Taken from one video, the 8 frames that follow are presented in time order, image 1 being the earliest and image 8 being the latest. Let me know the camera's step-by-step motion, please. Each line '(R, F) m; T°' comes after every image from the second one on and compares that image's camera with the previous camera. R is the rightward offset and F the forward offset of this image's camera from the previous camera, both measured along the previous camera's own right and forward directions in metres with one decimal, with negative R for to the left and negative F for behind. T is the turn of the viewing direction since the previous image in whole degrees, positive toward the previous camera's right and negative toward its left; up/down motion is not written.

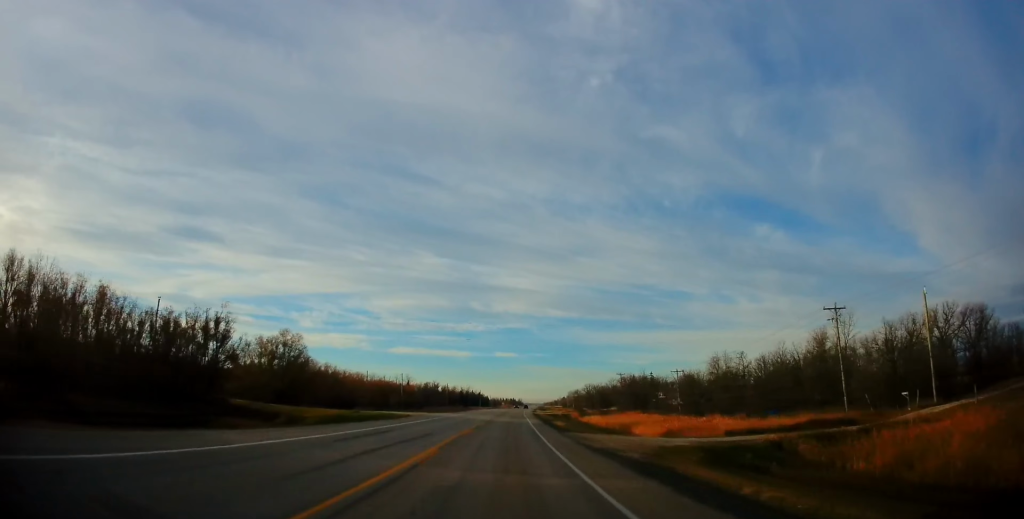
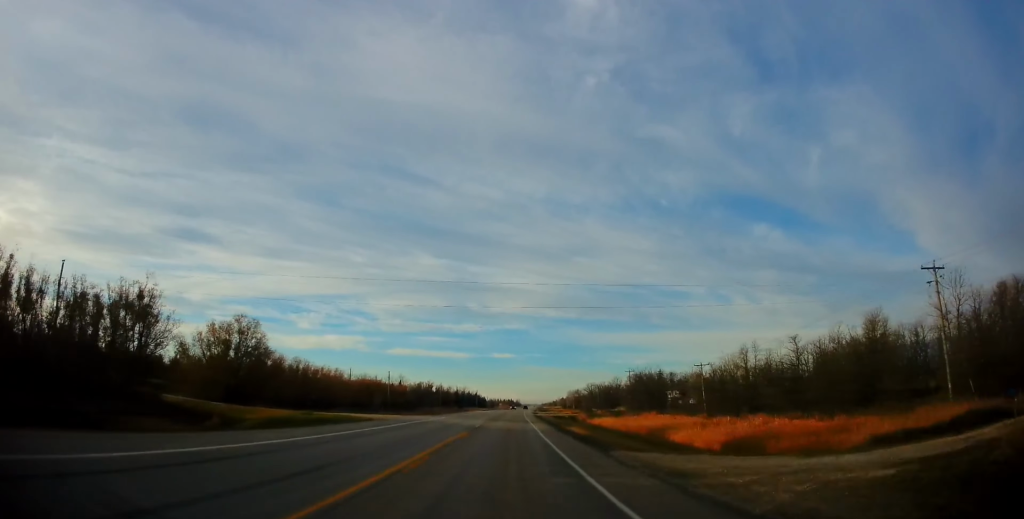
(0.0, +14.9) m; 0°
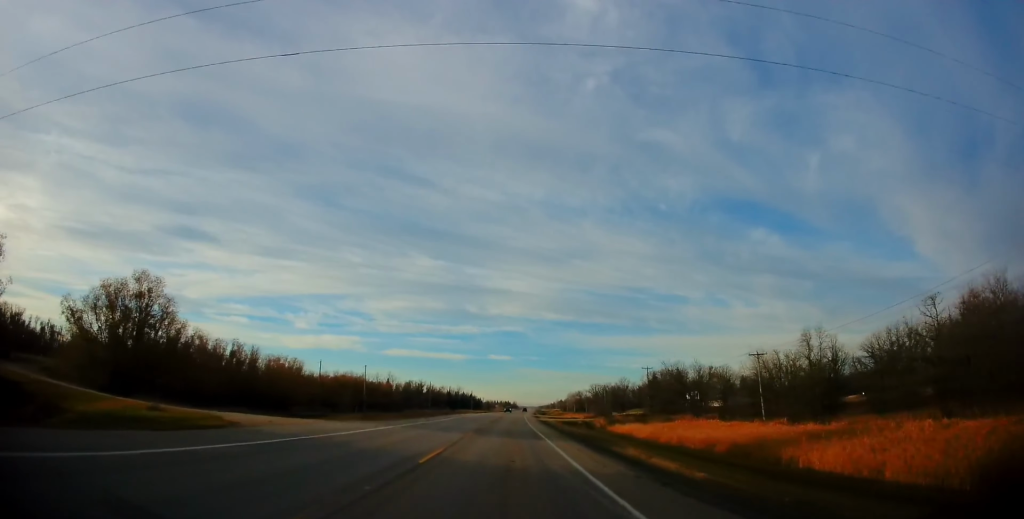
(-0.1, +21.7) m; +1°
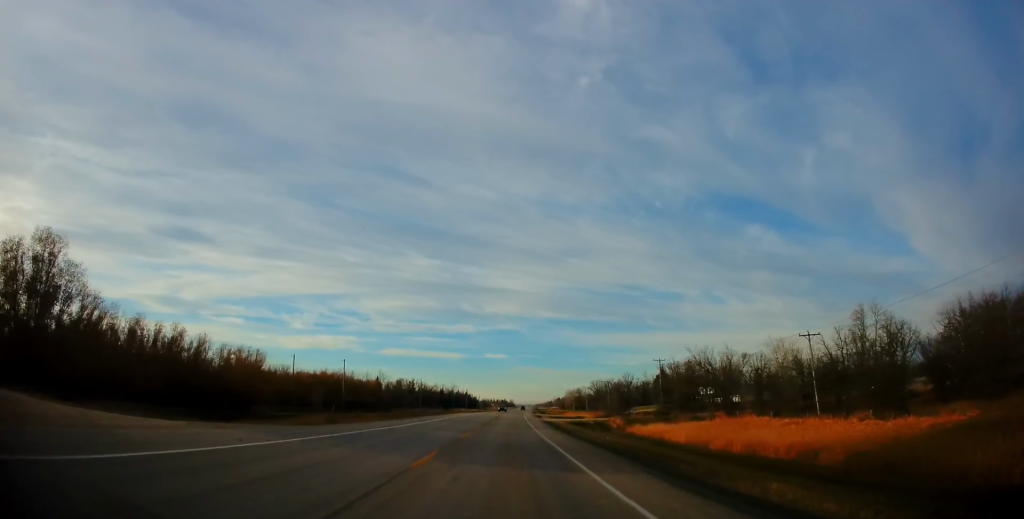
(0.0, +13.5) m; 0°
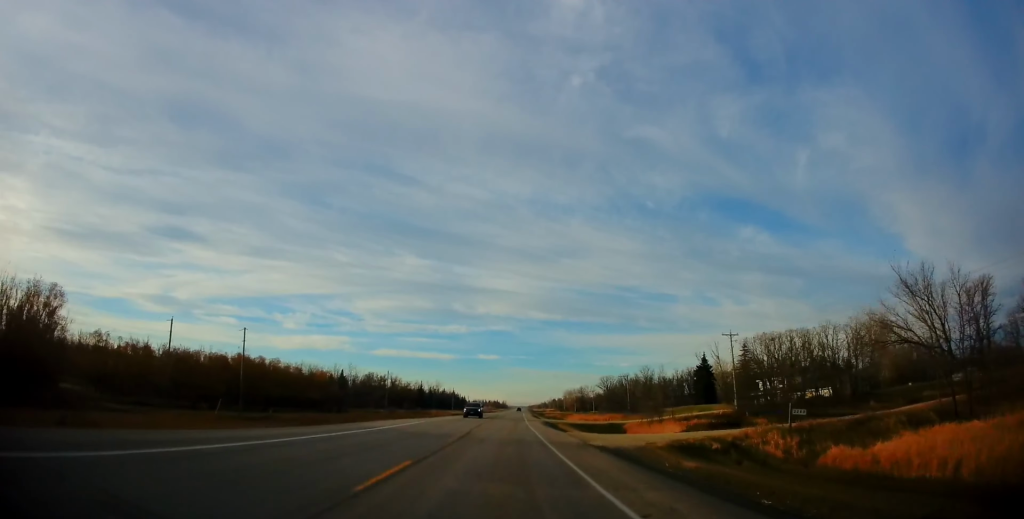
(+0.6, +39.9) m; +1°
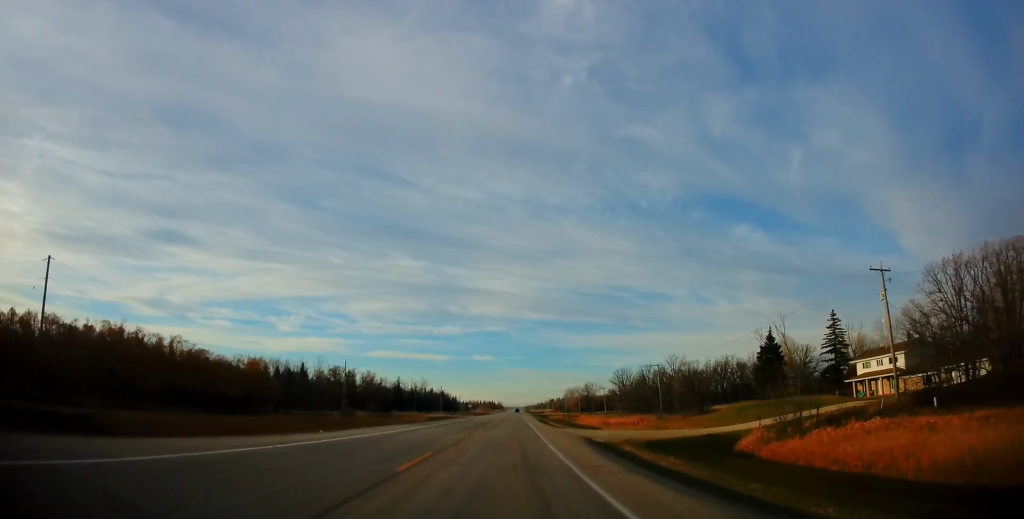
(-0.3, +33.3) m; +1°
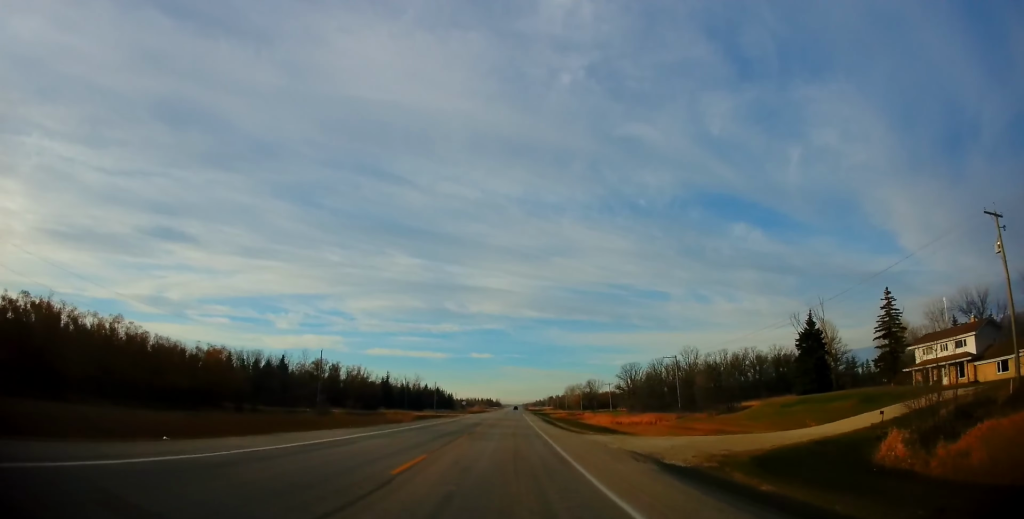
(+0.4, +13.1) m; 0°
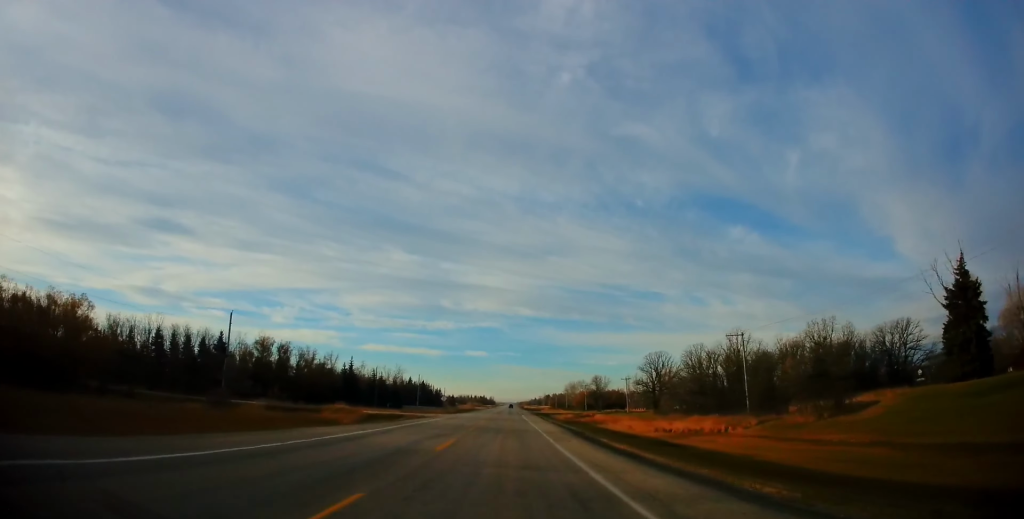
(+0.2, +30.1) m; 0°
